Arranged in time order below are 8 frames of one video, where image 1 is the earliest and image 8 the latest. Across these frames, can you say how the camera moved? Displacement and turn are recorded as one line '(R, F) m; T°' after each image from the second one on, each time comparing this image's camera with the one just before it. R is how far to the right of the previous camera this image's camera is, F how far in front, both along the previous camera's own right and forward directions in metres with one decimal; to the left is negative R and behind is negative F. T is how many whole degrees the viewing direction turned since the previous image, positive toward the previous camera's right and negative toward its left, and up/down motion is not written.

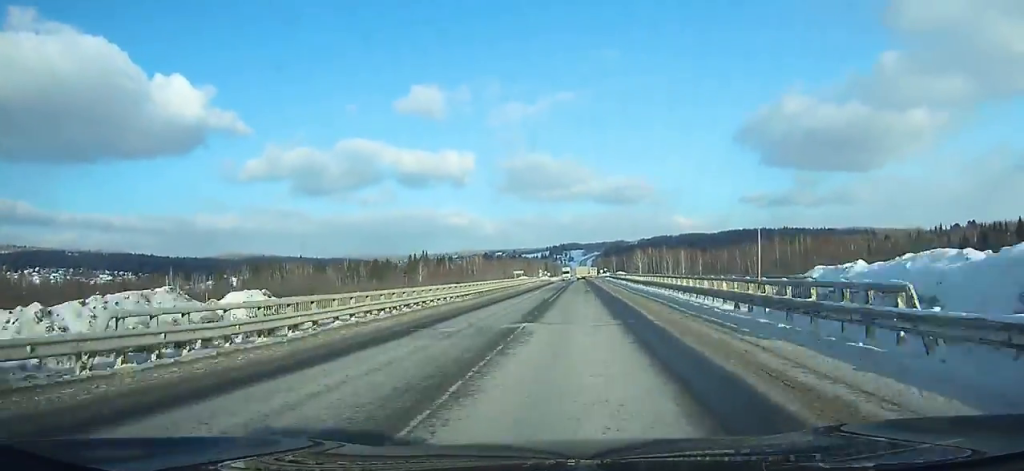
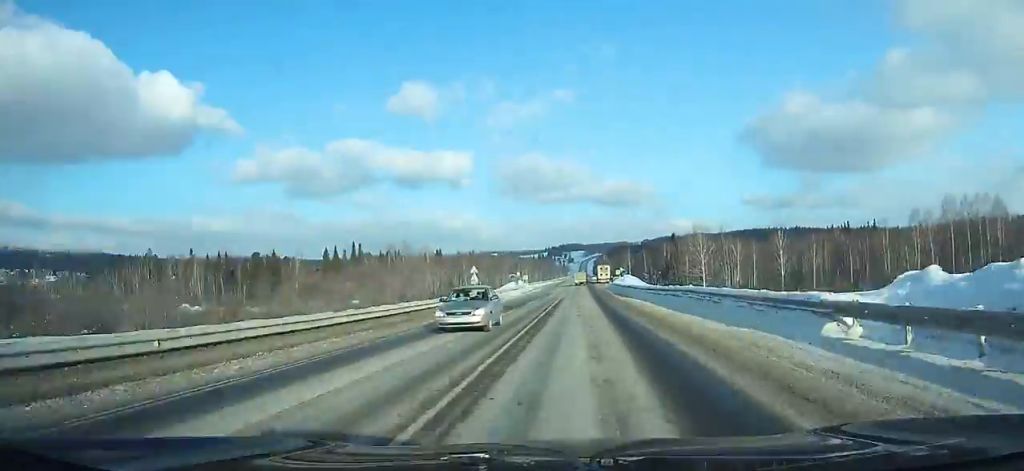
(+0.9, +103.9) m; +1°
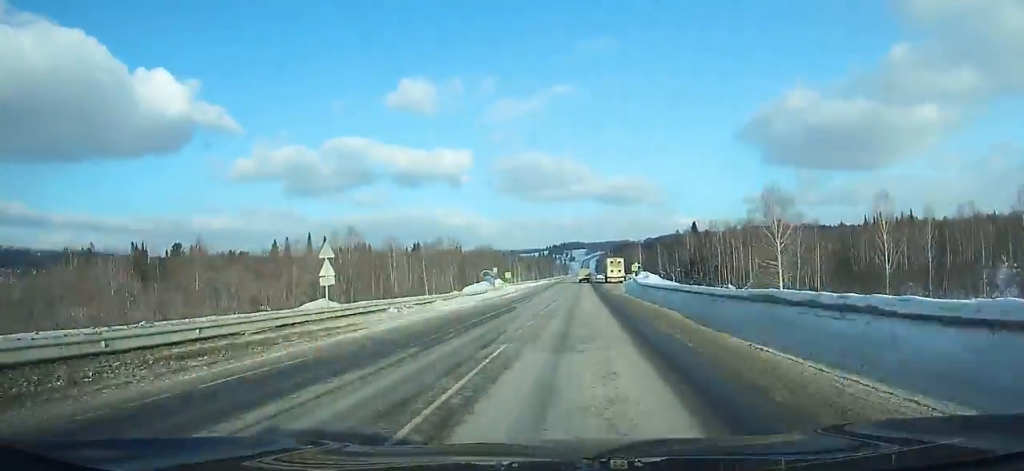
(+0.1, +37.3) m; 0°
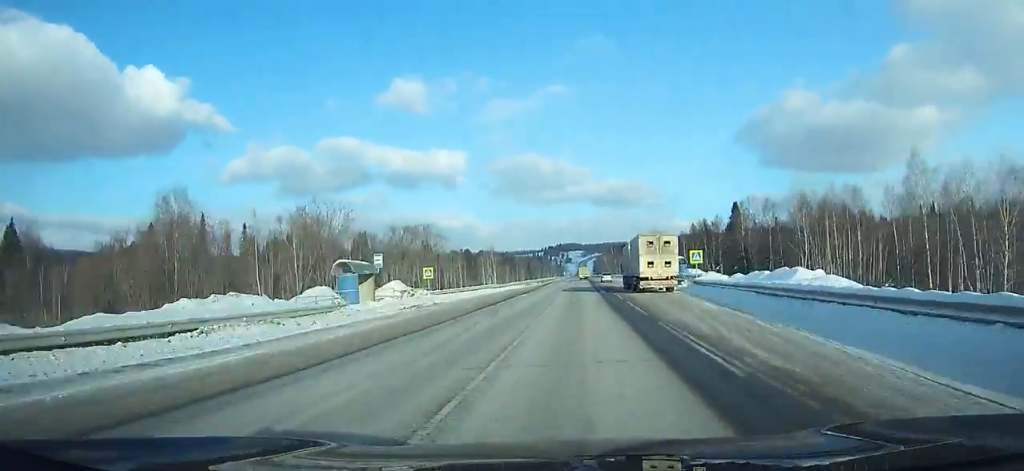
(-0.2, +53.2) m; 0°
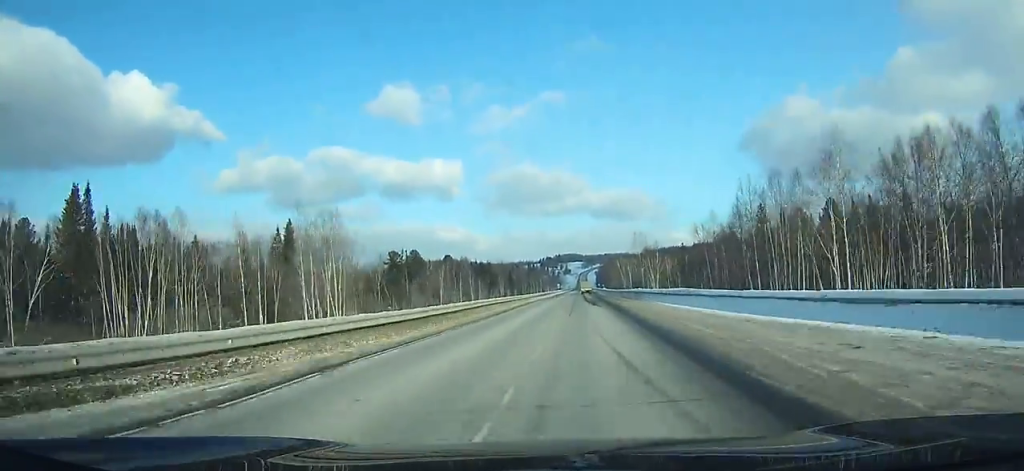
(+0.2, +106.3) m; 0°
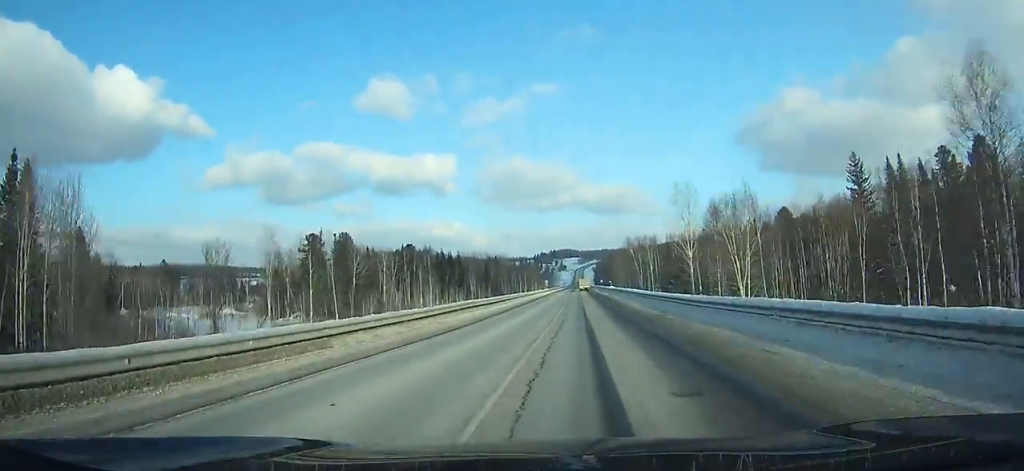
(+0.3, +62.8) m; 0°
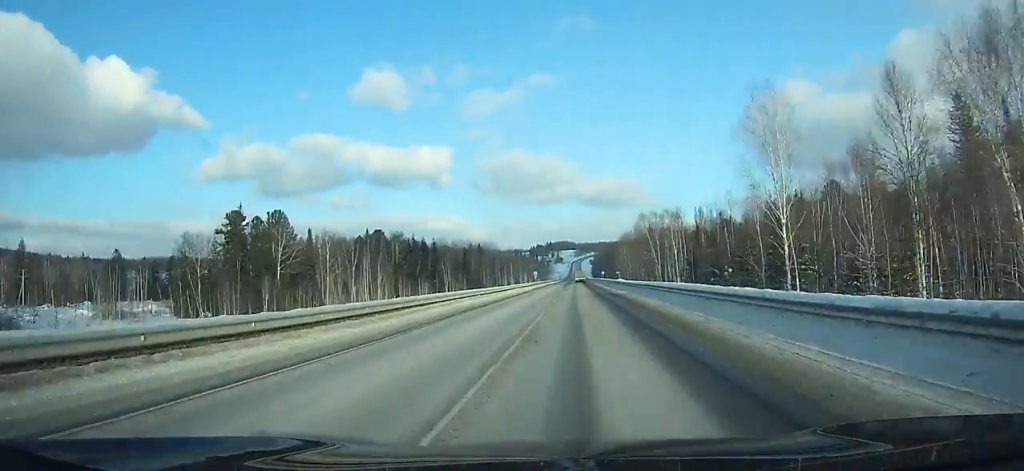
(+0.1, +34.1) m; 0°
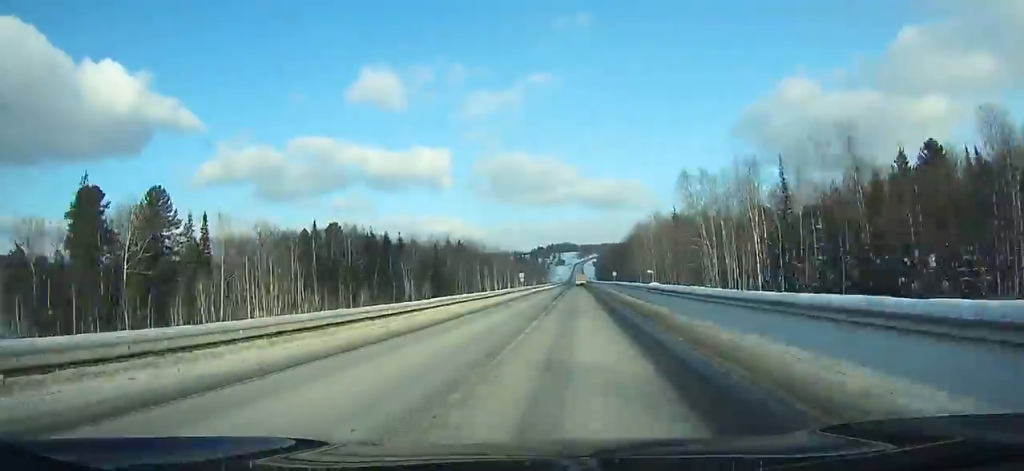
(0.0, +41.0) m; 0°
